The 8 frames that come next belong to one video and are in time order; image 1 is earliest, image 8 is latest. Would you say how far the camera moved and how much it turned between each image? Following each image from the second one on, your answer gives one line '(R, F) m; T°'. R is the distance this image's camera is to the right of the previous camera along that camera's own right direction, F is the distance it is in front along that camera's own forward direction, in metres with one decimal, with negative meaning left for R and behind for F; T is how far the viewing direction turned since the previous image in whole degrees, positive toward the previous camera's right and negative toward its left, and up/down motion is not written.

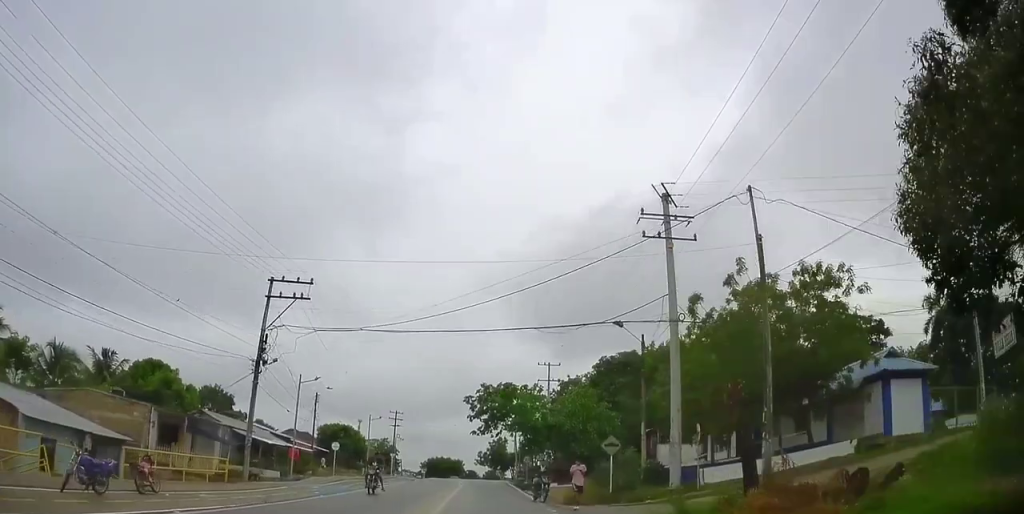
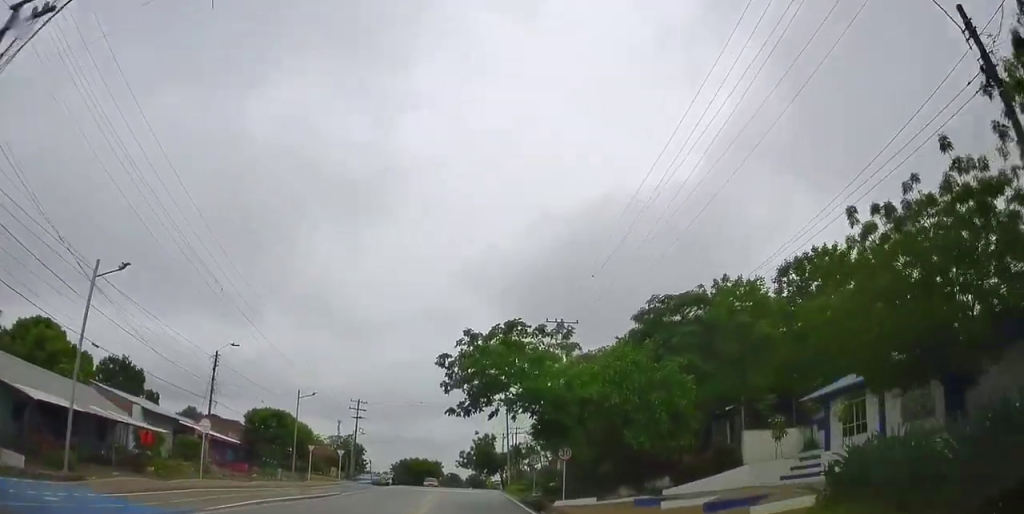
(-0.2, +20.7) m; 0°
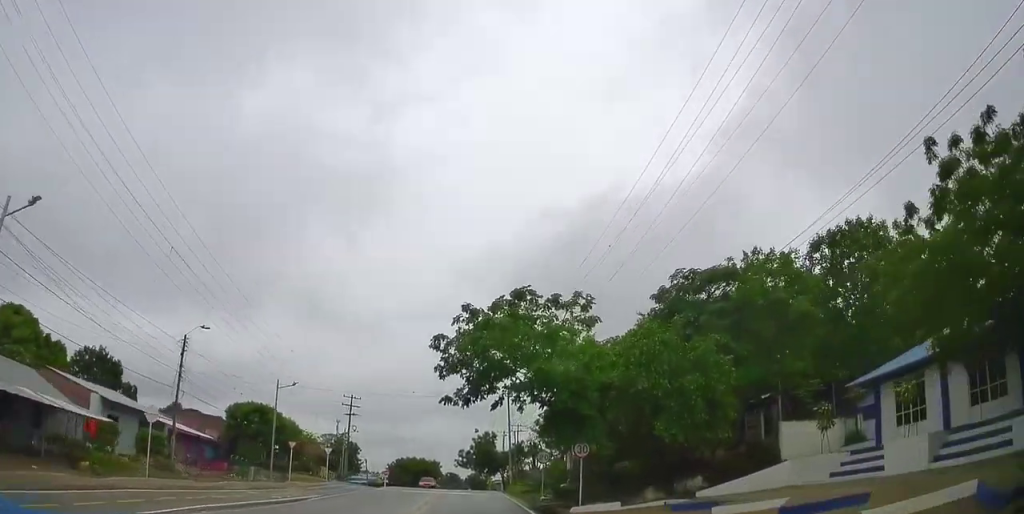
(+0.2, +4.8) m; 0°
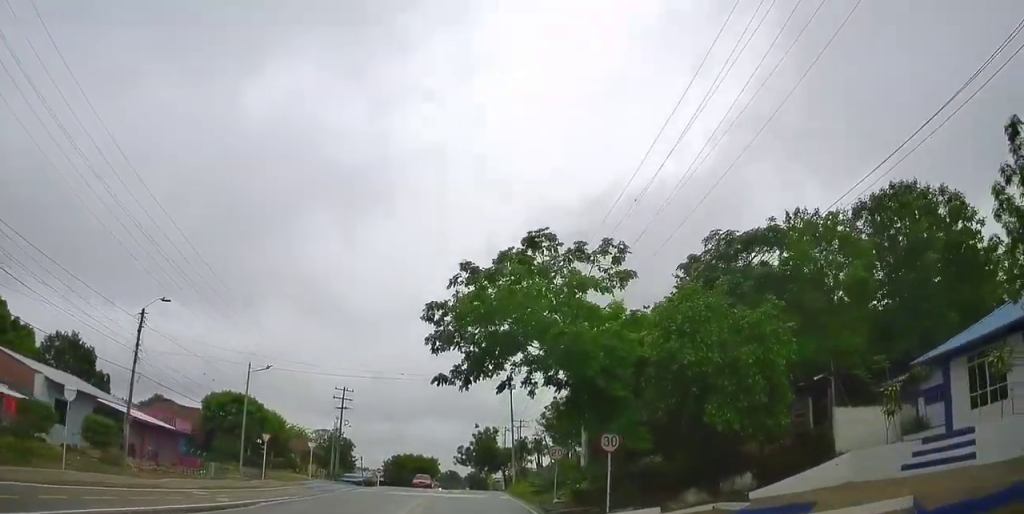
(-0.2, +5.1) m; 0°
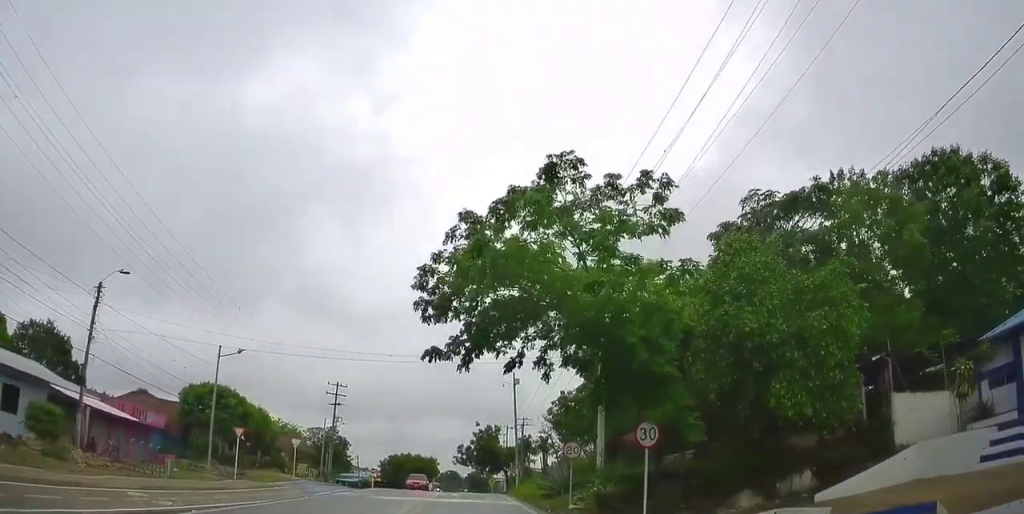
(-0.2, +4.4) m; 0°
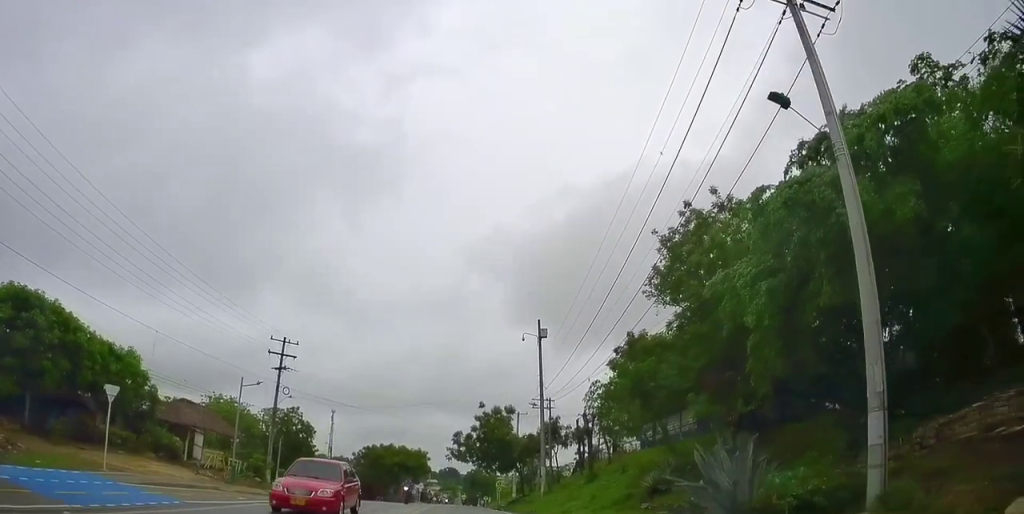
(+0.7, +23.9) m; +4°
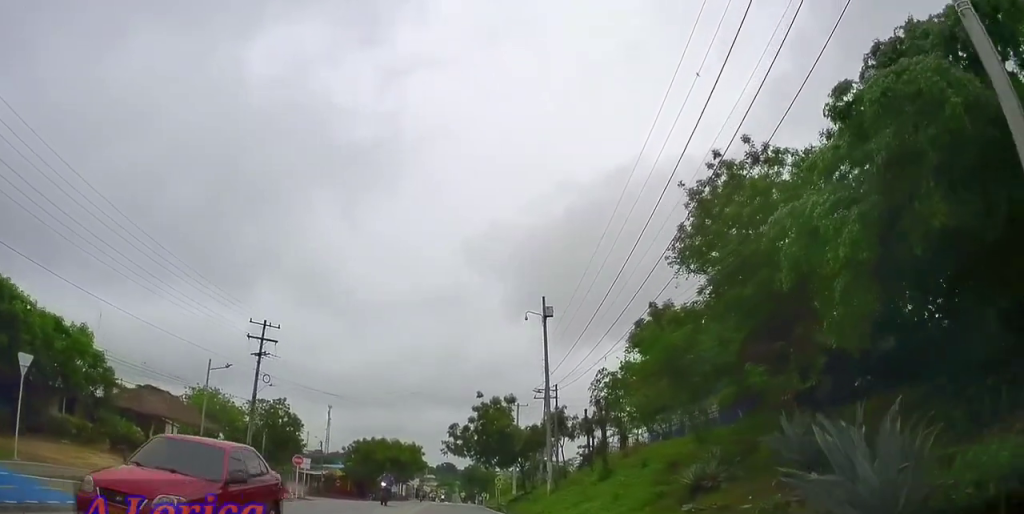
(+0.3, +4.5) m; 0°
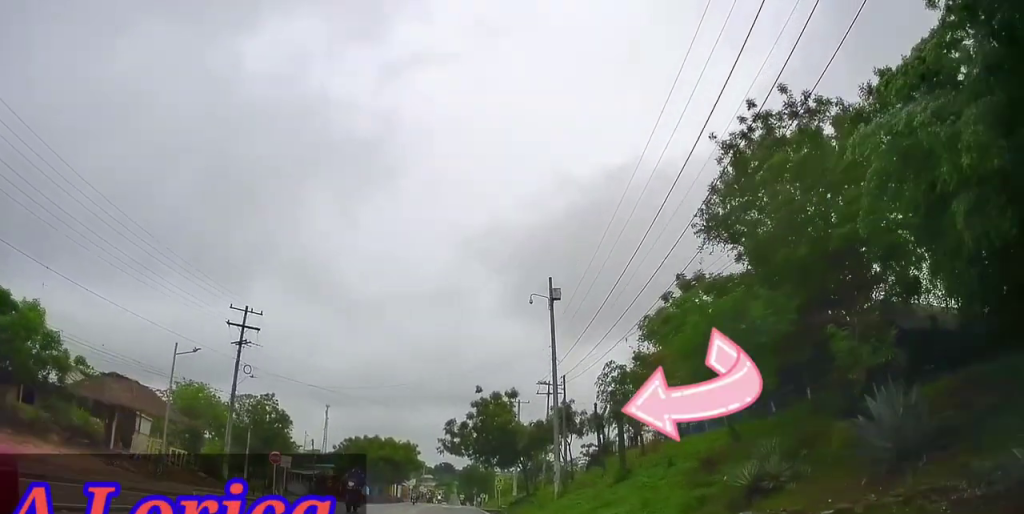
(0.0, +3.7) m; -2°
